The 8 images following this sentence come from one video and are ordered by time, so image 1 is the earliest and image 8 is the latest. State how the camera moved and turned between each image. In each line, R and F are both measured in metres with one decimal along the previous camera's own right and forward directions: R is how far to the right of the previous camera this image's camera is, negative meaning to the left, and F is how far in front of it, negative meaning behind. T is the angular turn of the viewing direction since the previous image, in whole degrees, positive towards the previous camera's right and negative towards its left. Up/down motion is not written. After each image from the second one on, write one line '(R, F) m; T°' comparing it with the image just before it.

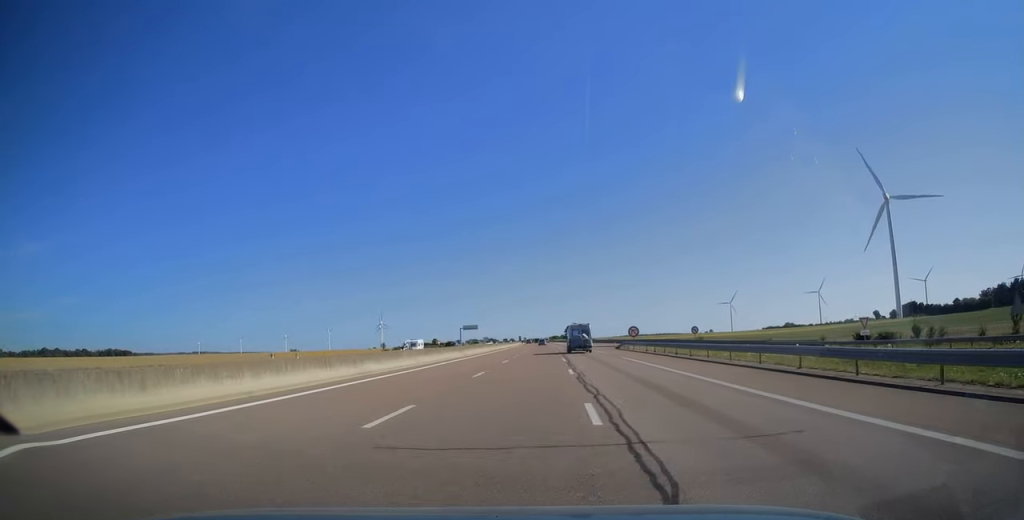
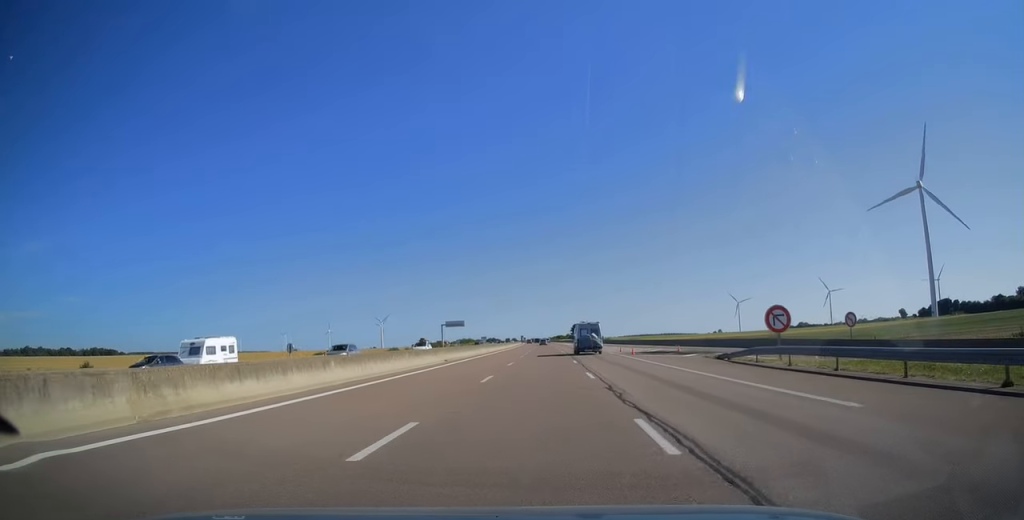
(0.0, +41.4) m; 0°
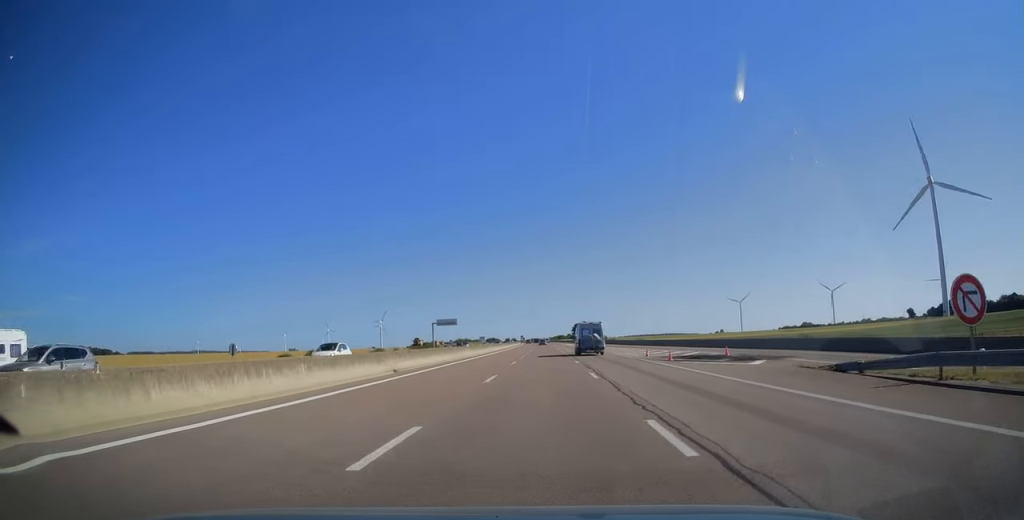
(0.0, +13.1) m; 0°
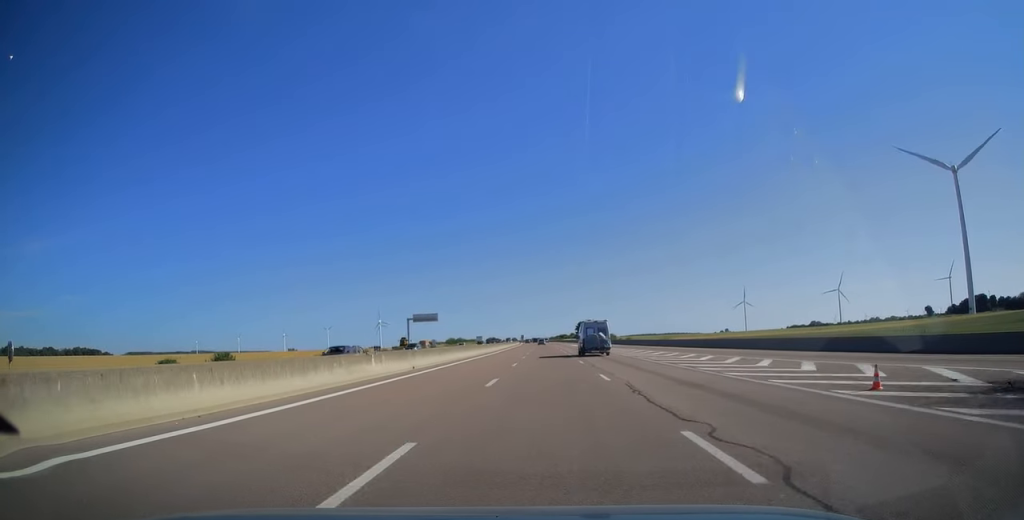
(-0.1, +27.4) m; 0°
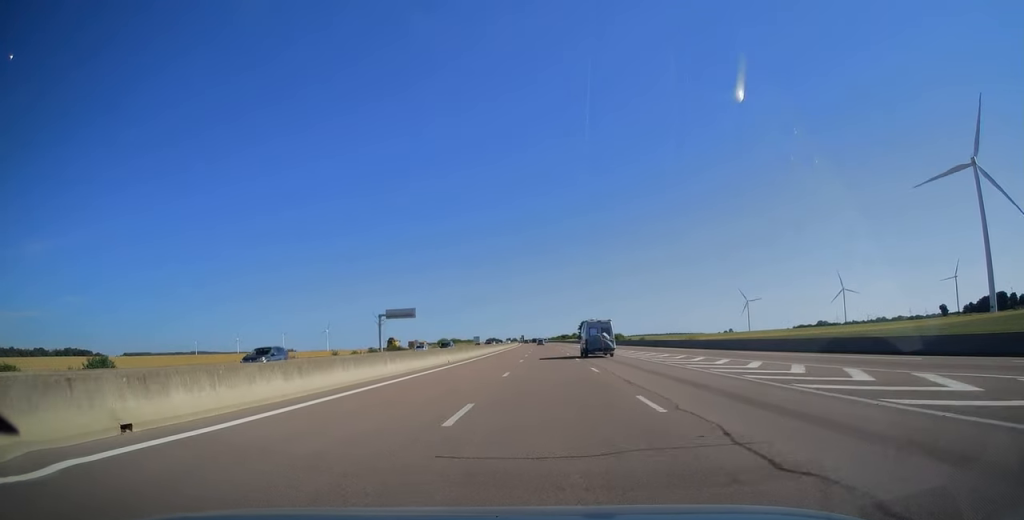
(0.0, +20.9) m; 0°
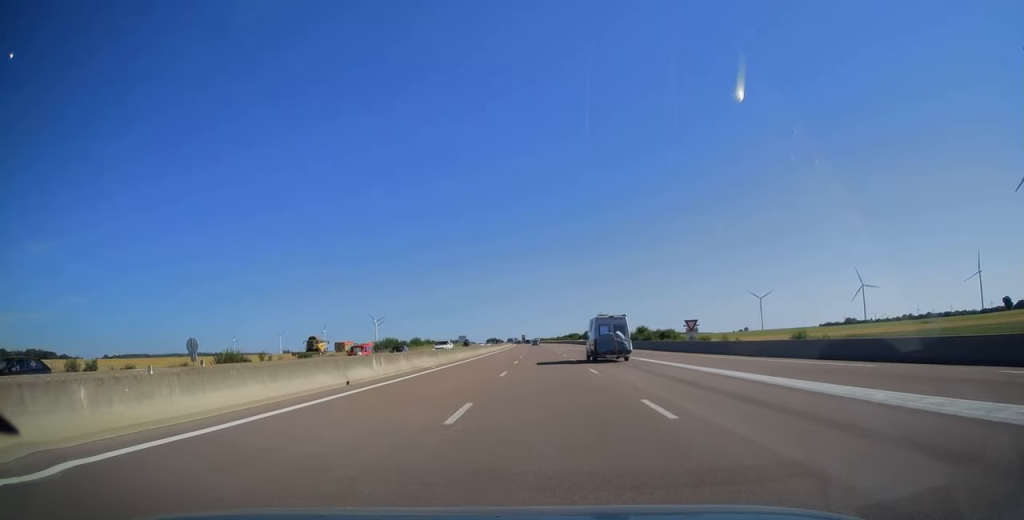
(+0.1, +79.3) m; 0°
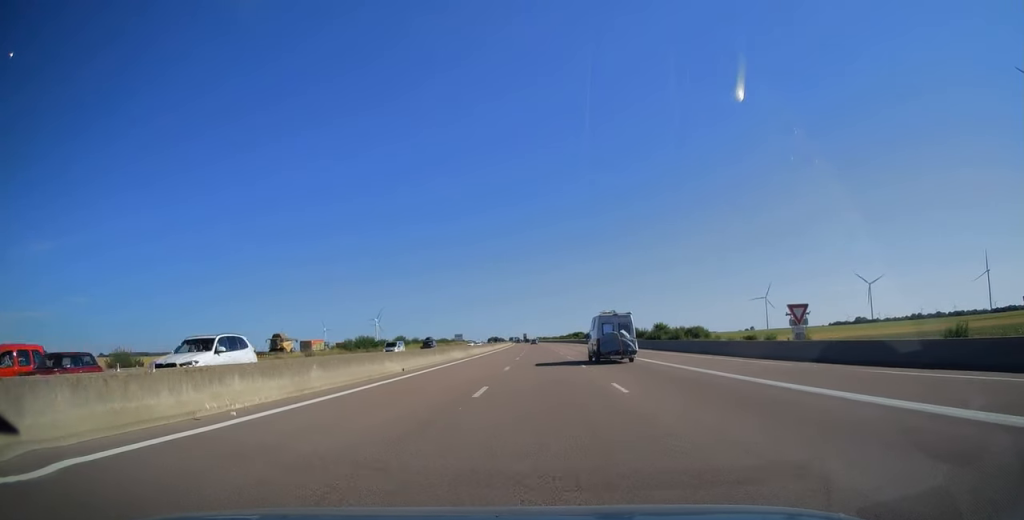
(-0.1, +21.4) m; 0°
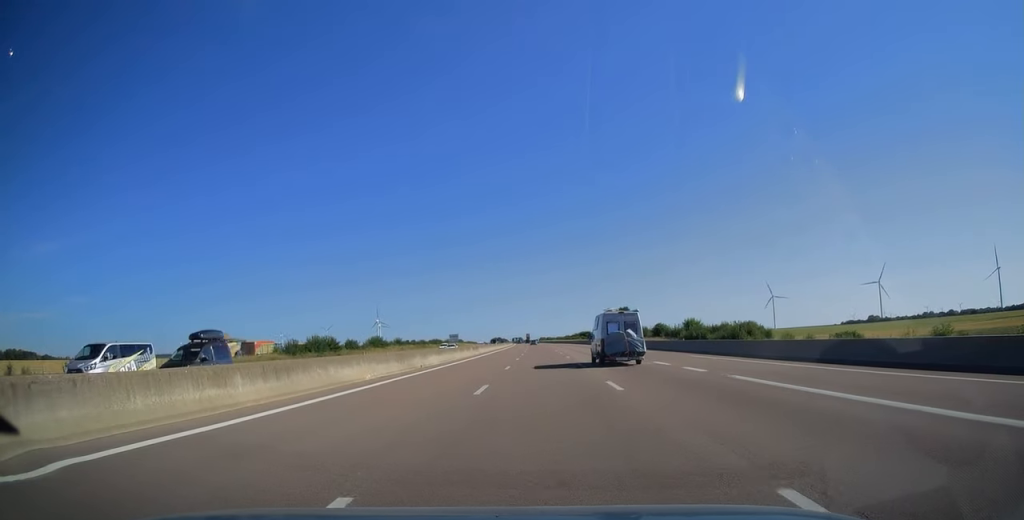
(0.0, +25.4) m; 0°
